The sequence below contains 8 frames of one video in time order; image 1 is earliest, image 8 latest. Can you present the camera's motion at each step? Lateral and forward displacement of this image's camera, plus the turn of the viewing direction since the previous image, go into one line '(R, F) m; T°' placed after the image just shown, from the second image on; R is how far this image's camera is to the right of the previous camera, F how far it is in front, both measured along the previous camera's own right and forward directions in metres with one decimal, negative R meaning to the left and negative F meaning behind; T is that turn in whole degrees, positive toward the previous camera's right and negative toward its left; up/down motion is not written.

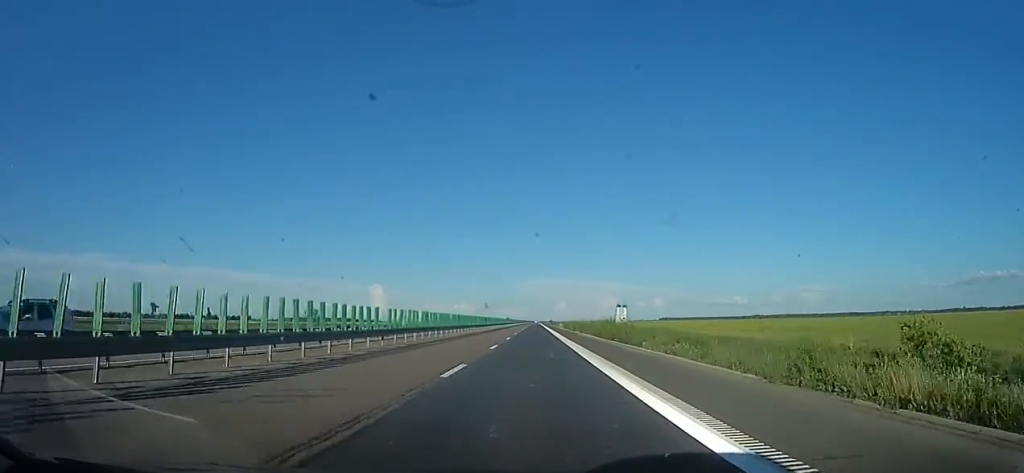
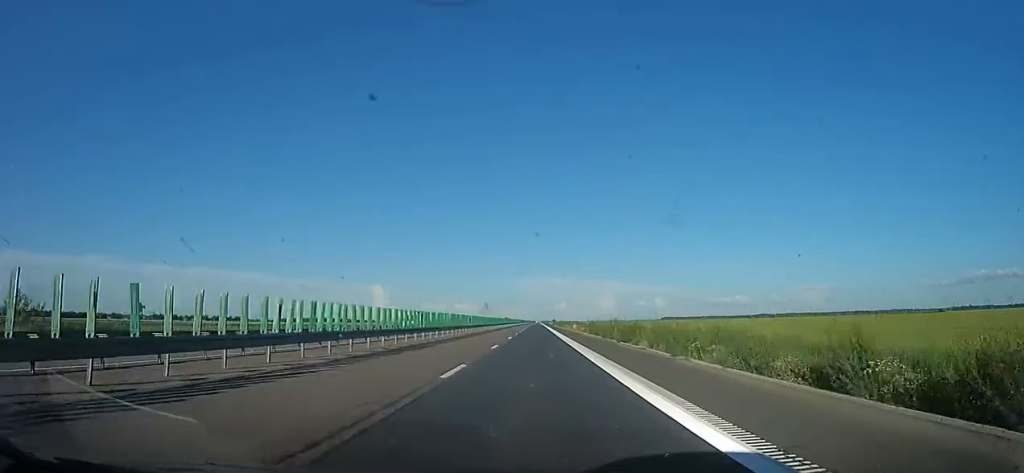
(-1.3, +36.4) m; 0°
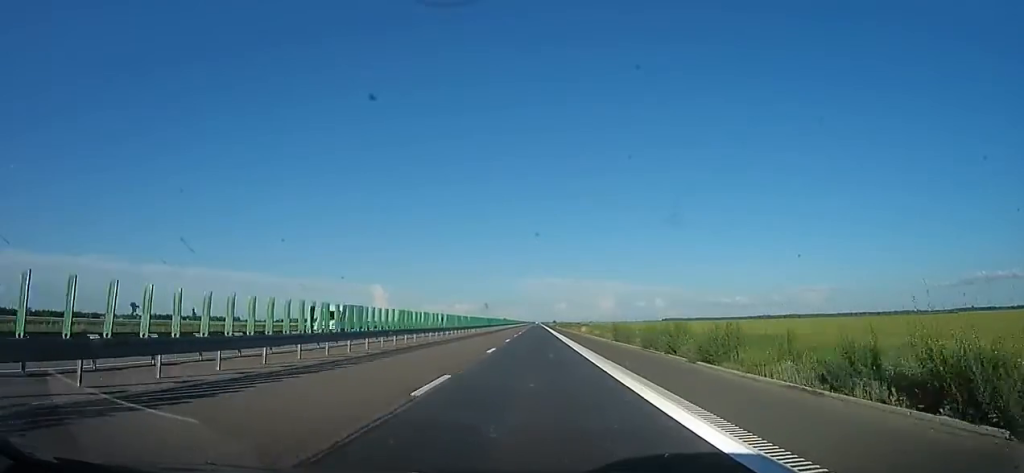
(+0.4, +14.3) m; +1°
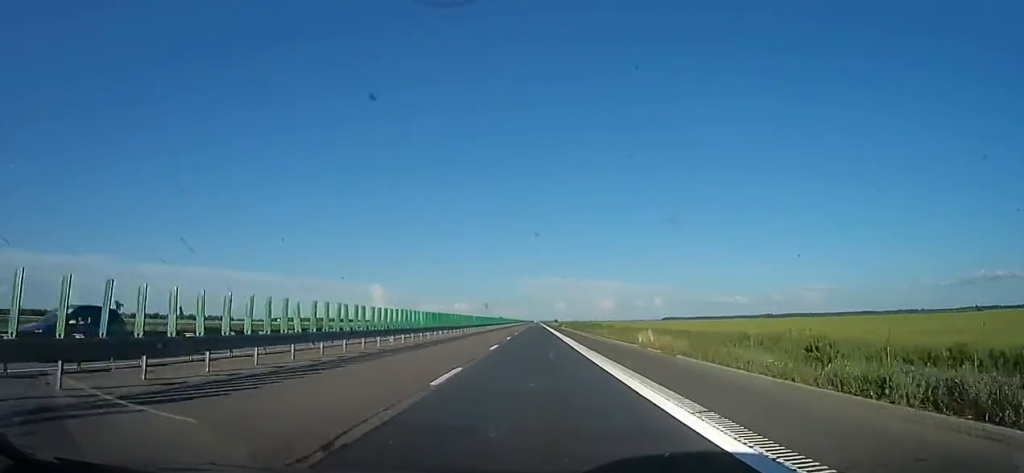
(+0.9, +34.4) m; +2°
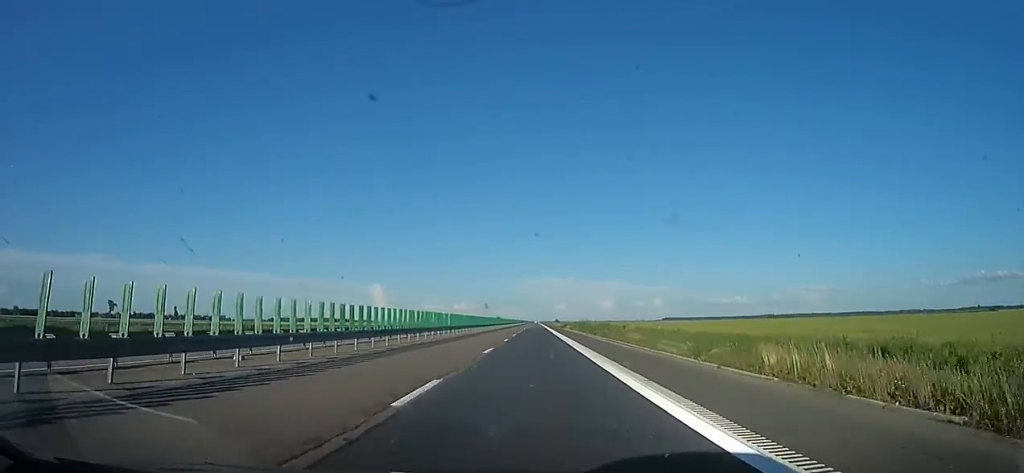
(0.0, +14.8) m; 0°
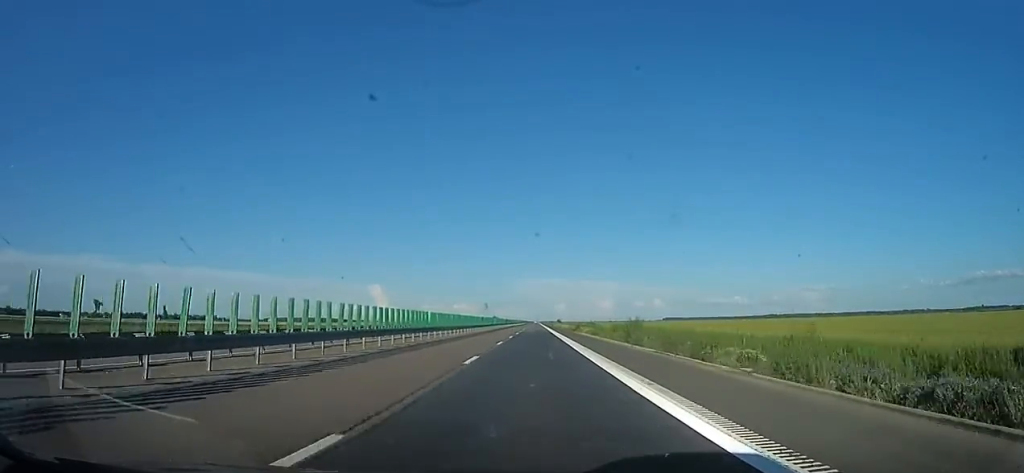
(0.0, +29.0) m; 0°
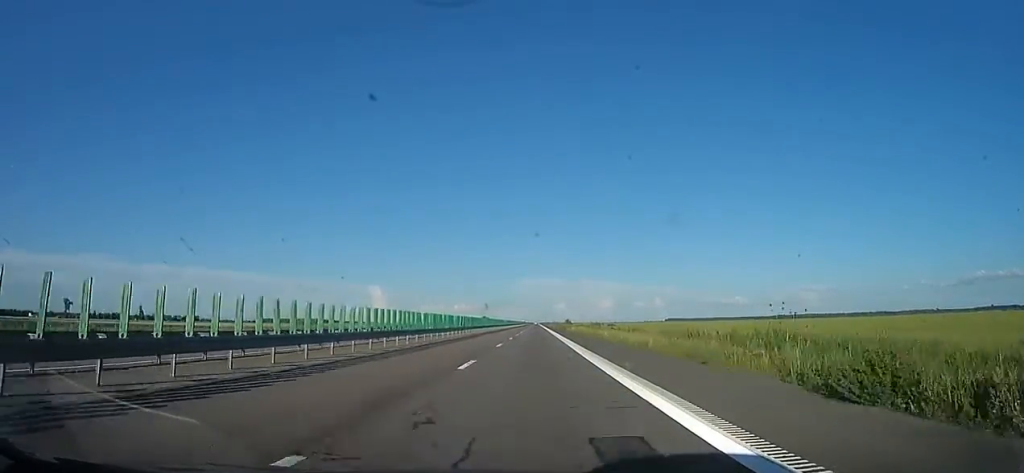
(0.0, +60.9) m; 0°
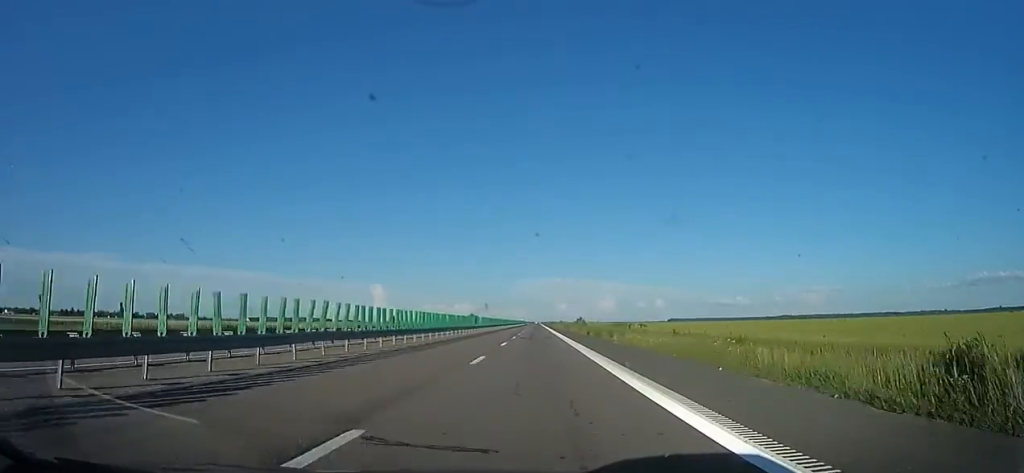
(0.0, +46.8) m; 0°
